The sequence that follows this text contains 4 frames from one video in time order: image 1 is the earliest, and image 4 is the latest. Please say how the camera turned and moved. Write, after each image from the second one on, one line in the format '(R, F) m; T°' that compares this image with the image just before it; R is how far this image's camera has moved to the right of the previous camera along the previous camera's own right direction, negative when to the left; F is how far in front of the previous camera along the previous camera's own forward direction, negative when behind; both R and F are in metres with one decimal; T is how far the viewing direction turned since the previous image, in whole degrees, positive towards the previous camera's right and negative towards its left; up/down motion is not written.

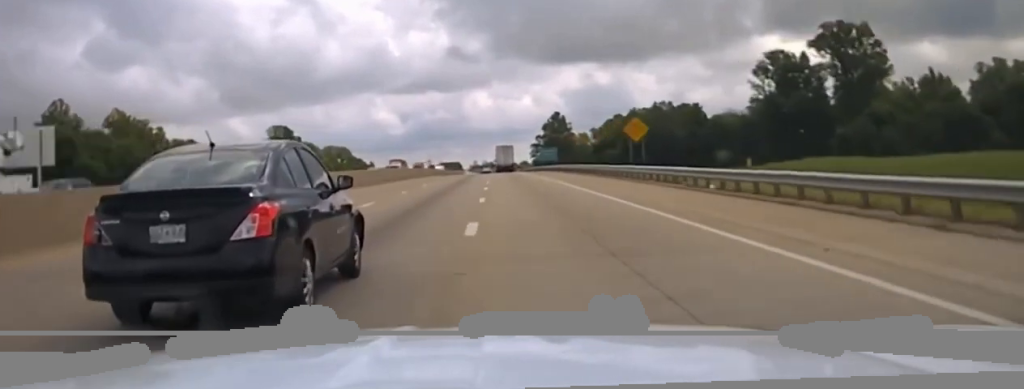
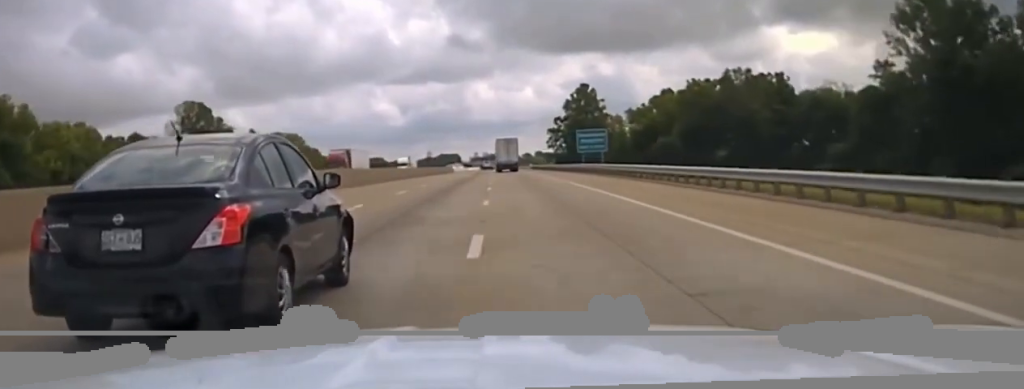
(-0.2, +72.8) m; 0°
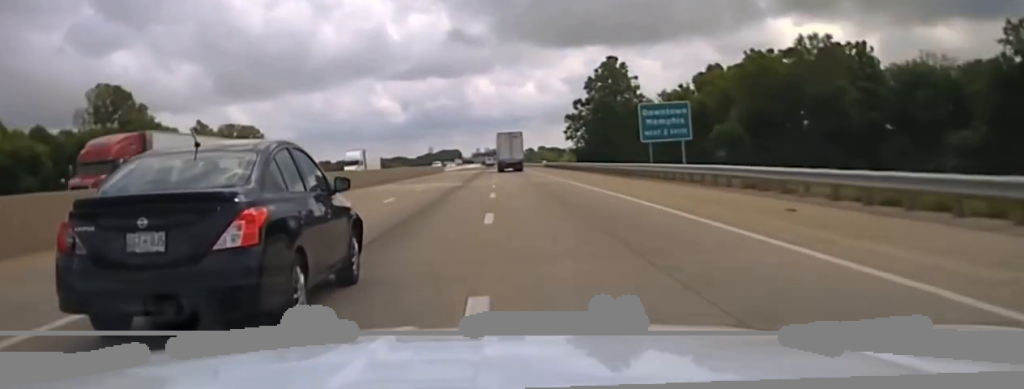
(-0.1, +42.2) m; 0°
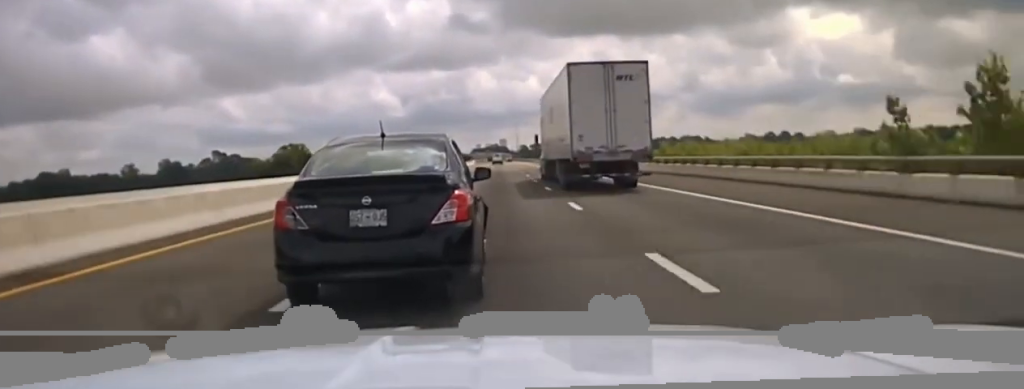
(-1.3, +175.2) m; 0°
